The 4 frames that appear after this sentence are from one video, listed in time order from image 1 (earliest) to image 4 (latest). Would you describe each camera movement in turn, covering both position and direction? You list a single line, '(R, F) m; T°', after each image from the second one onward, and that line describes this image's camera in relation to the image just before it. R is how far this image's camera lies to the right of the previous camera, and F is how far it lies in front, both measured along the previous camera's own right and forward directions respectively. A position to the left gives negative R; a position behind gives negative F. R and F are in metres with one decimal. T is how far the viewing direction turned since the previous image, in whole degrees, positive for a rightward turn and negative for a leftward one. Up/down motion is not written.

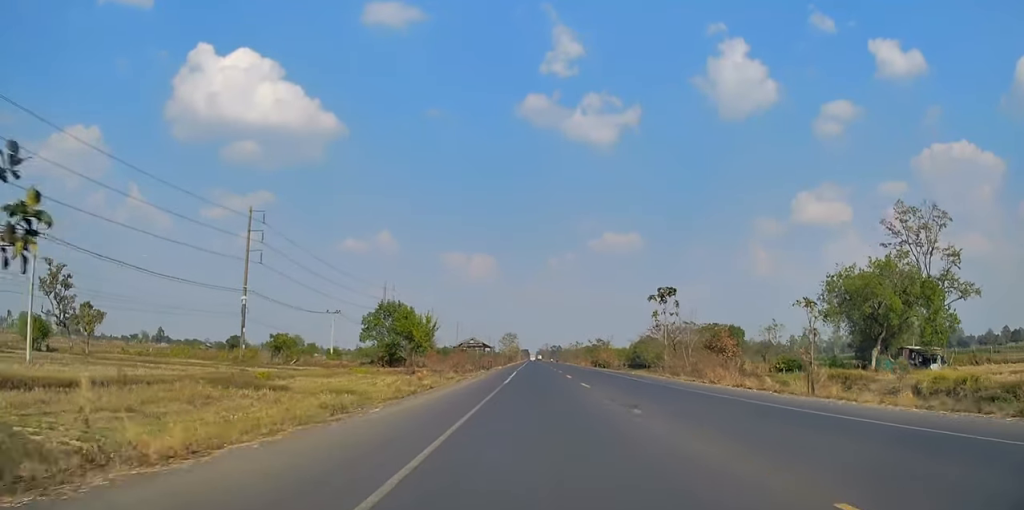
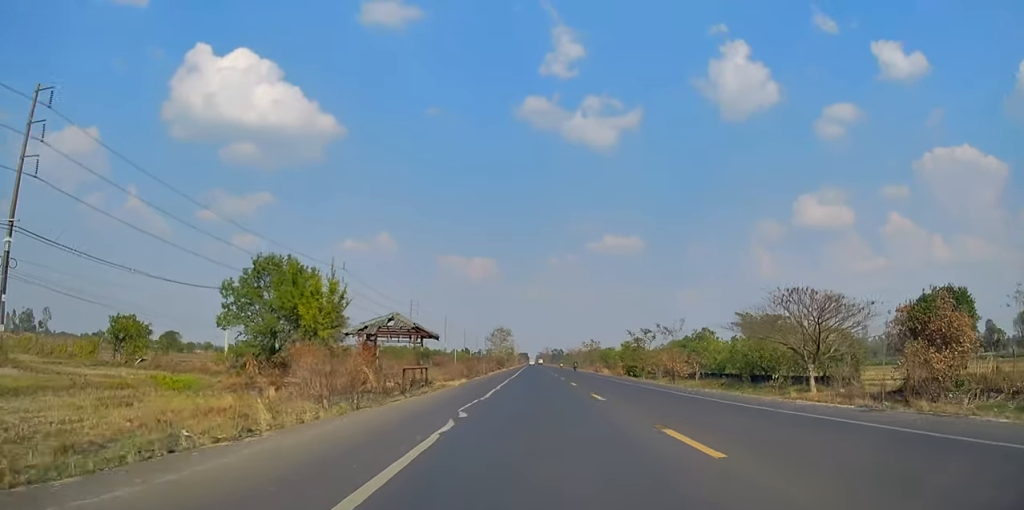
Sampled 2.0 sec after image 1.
(+0.8, +42.5) m; +1°
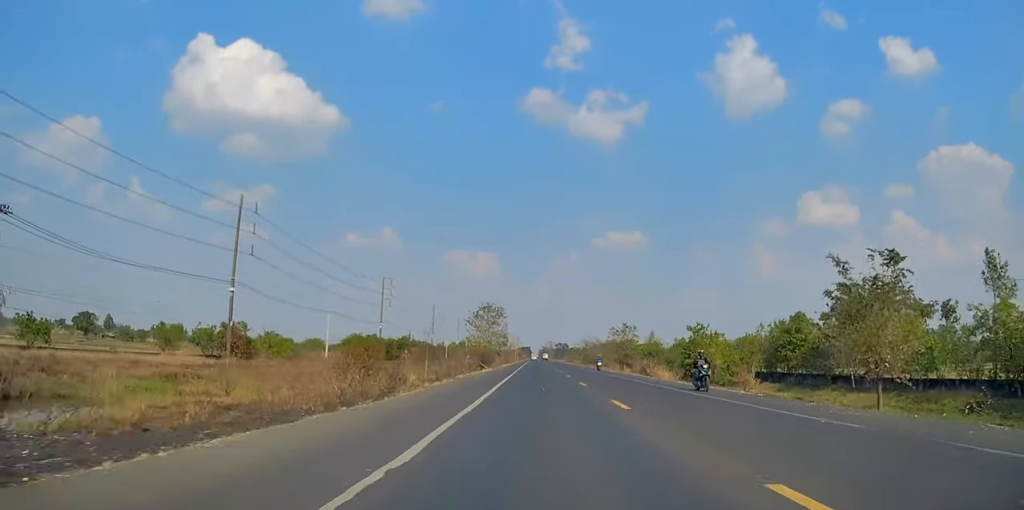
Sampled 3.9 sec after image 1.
(-0.5, +40.7) m; -1°
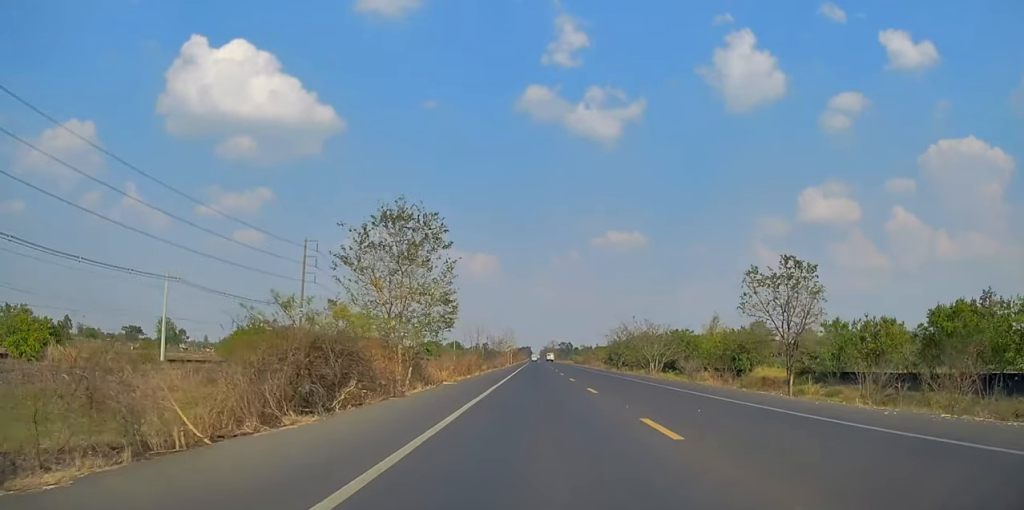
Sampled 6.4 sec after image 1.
(-0.8, +53.6) m; 0°
